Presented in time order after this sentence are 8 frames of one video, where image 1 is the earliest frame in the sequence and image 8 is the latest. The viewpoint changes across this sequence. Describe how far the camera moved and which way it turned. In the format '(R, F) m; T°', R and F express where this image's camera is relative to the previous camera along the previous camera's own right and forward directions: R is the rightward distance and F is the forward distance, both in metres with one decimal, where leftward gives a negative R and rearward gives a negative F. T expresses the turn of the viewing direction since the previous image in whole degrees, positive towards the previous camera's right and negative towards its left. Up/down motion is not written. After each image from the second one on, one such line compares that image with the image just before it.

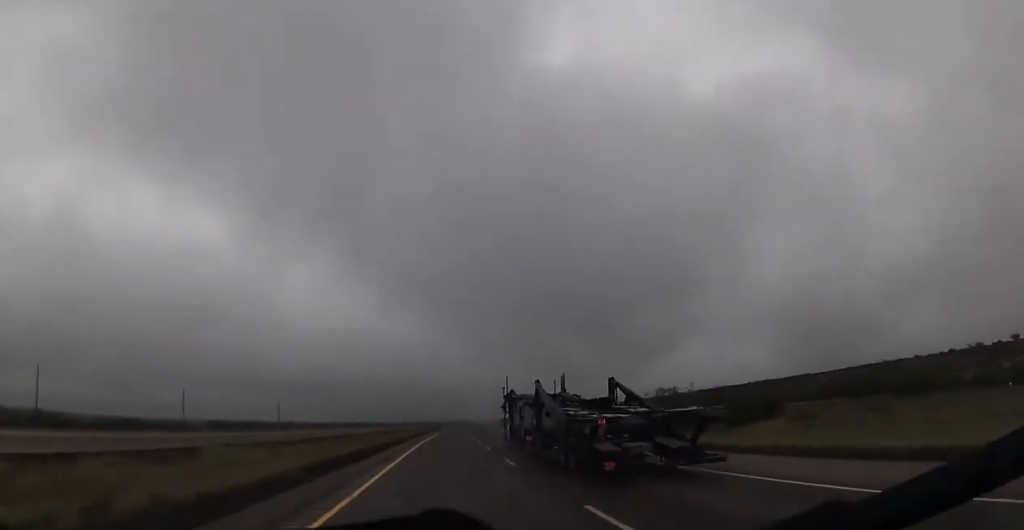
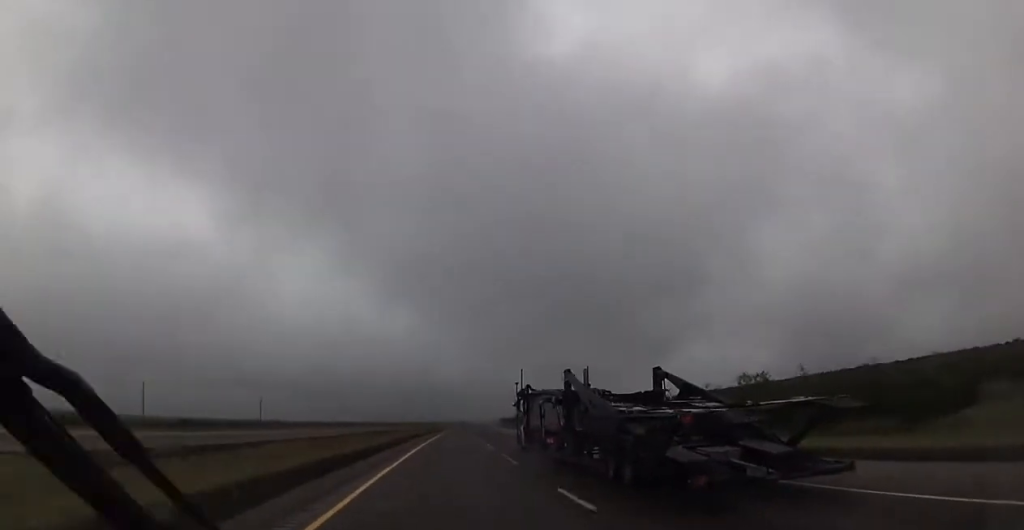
(0.0, +21.8) m; 0°
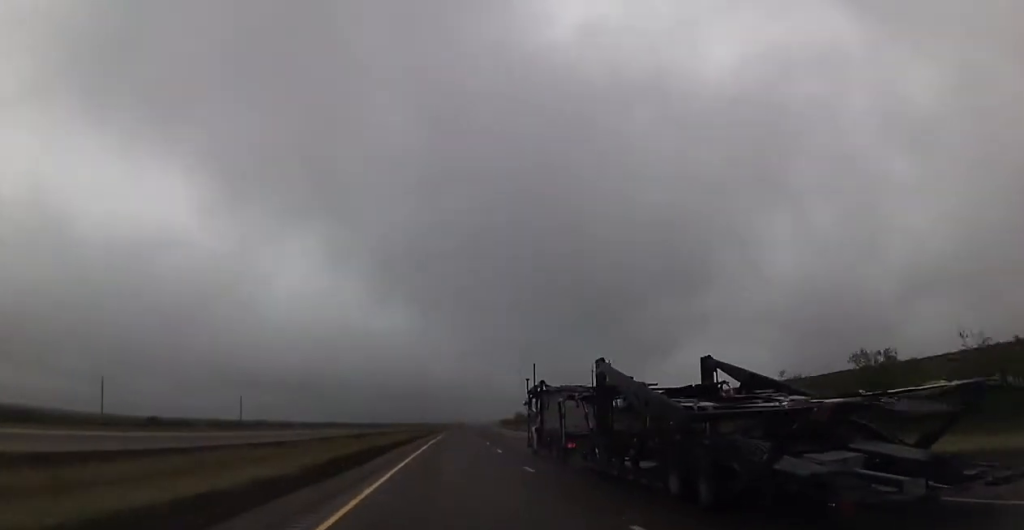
(+0.2, +17.0) m; 0°
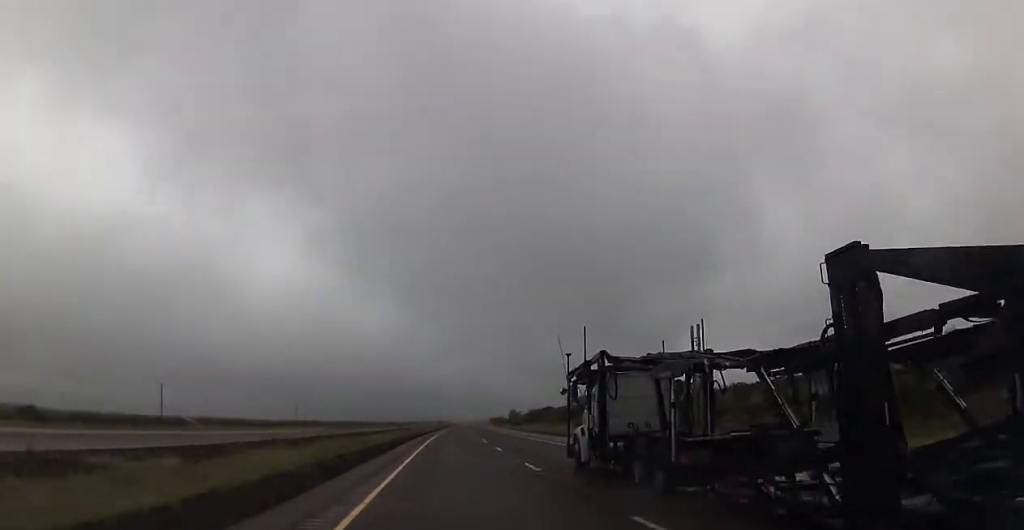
(+0.2, +48.4) m; 0°
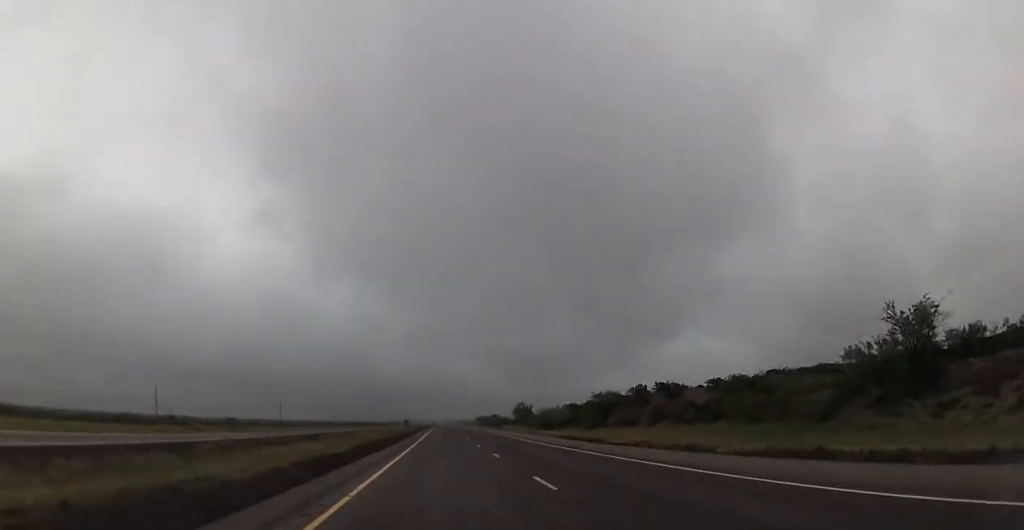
(+1.8, +115.8) m; +2°
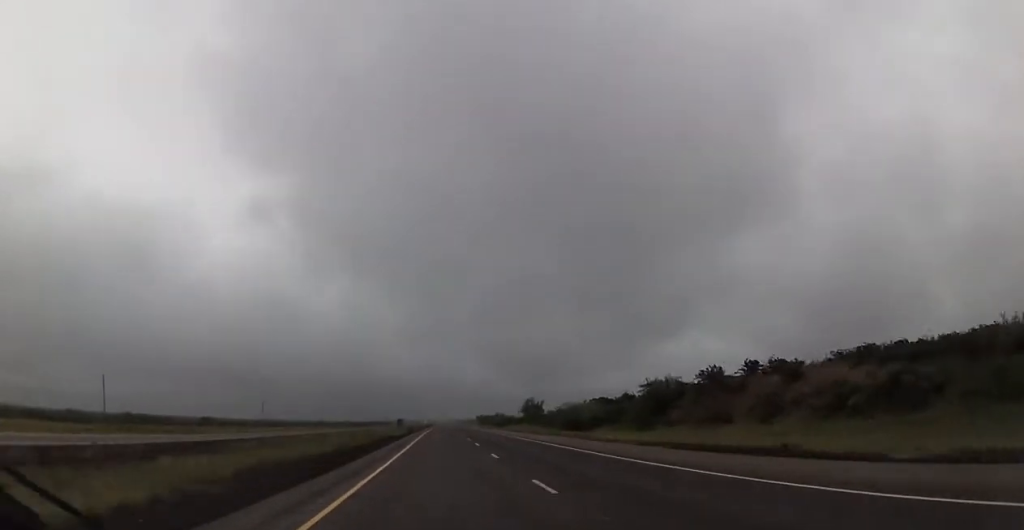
(+0.7, +25.1) m; +1°
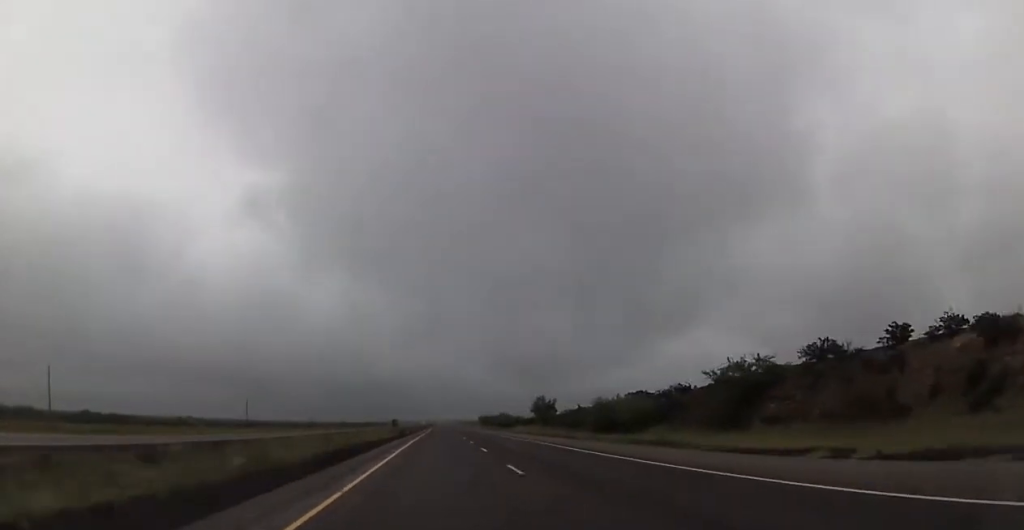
(-0.1, +20.4) m; 0°
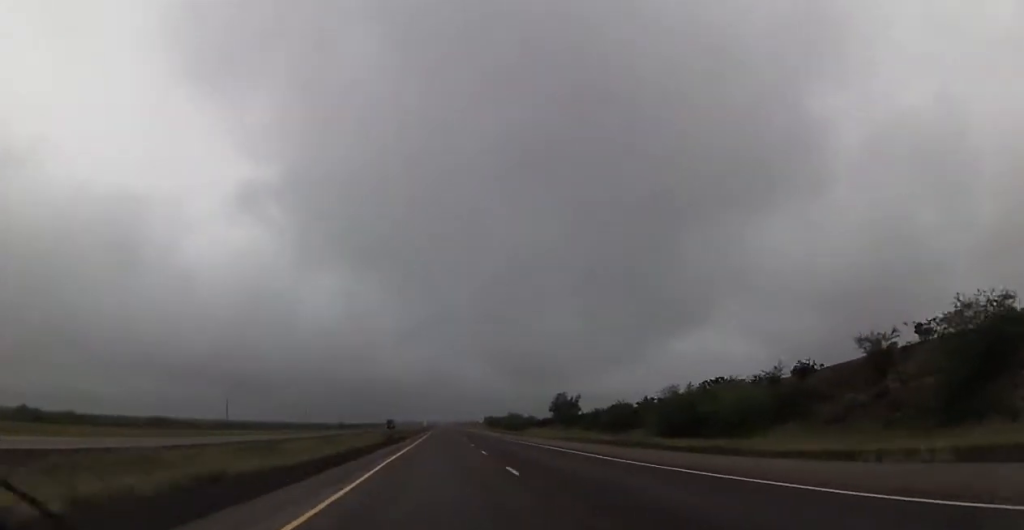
(-0.2, +24.0) m; 0°
